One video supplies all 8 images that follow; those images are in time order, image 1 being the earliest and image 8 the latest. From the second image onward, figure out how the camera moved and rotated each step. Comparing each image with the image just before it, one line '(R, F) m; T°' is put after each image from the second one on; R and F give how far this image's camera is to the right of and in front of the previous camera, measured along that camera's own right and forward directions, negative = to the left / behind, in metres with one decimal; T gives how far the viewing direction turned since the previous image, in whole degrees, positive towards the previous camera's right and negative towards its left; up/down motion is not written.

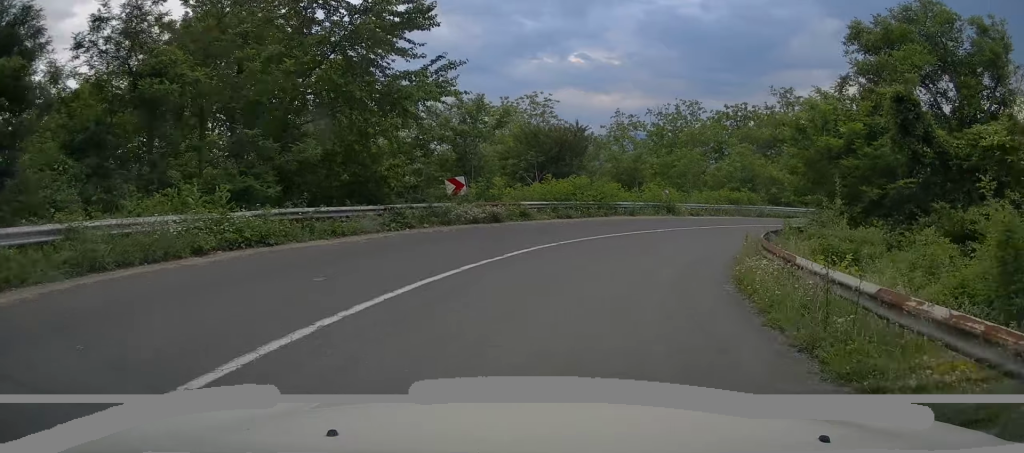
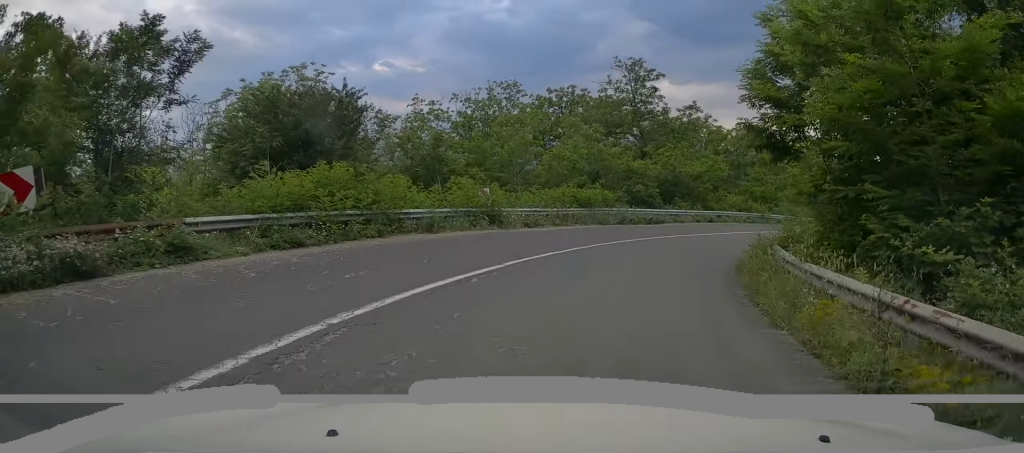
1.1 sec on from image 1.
(+1.6, +12.0) m; +16°
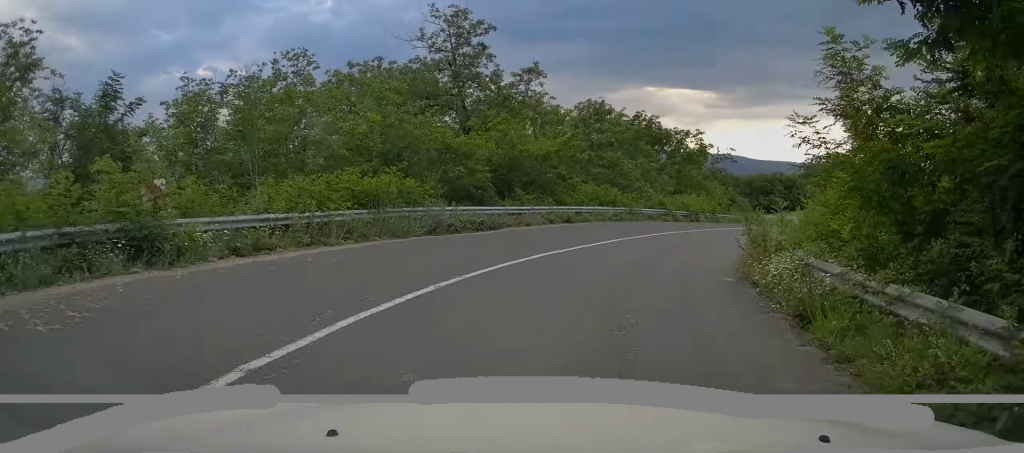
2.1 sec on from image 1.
(+1.4, +11.2) m; +16°
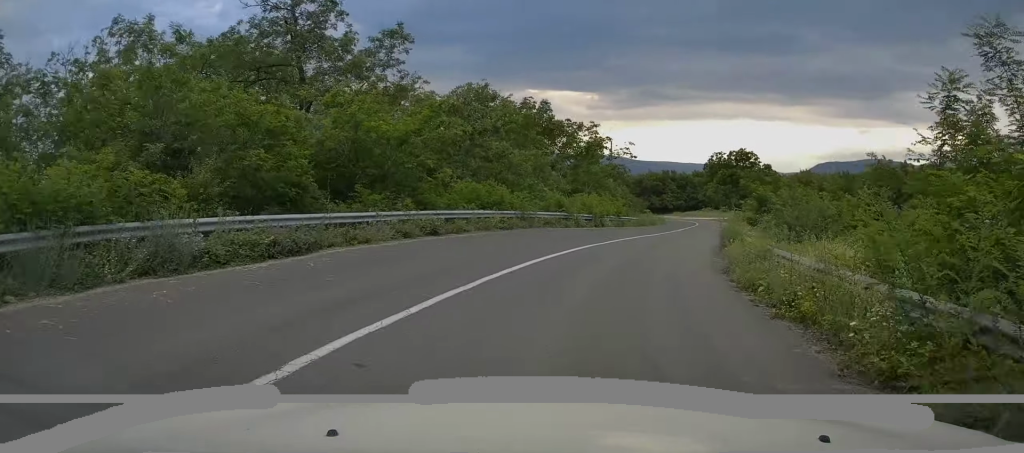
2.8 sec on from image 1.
(+1.2, +8.2) m; +11°
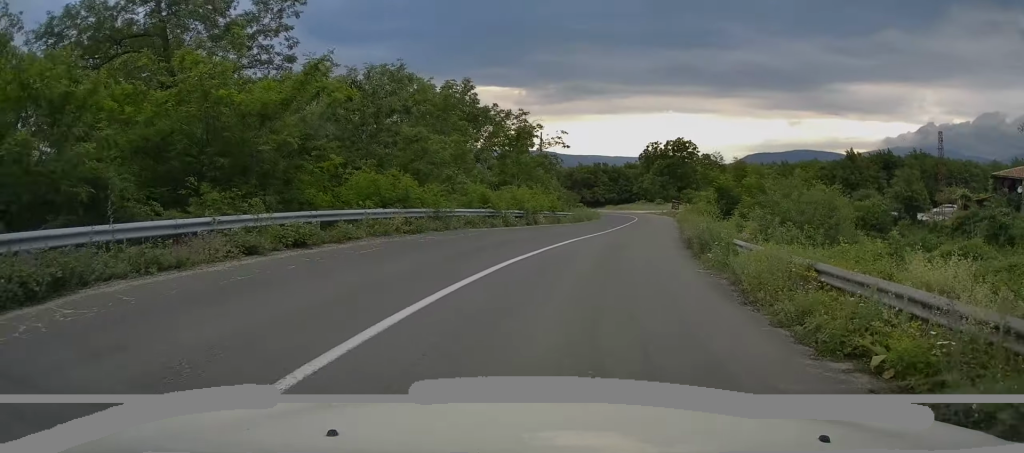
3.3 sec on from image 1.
(+0.2, +5.1) m; +6°
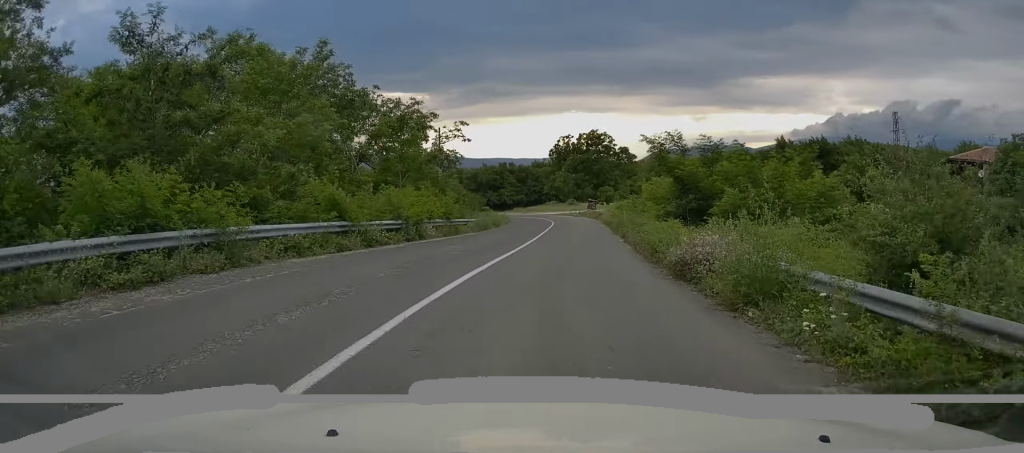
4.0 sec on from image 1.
(+0.9, +8.8) m; +5°
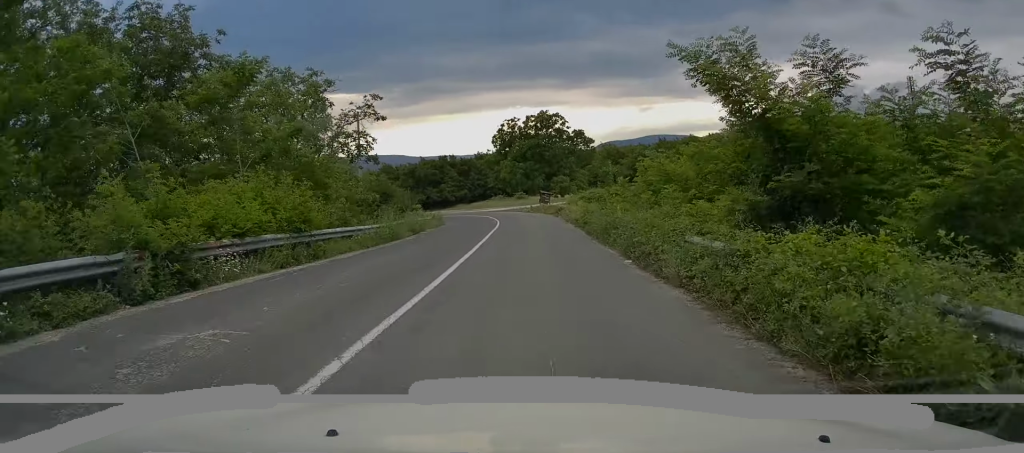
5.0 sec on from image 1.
(+0.3, +11.7) m; +3°
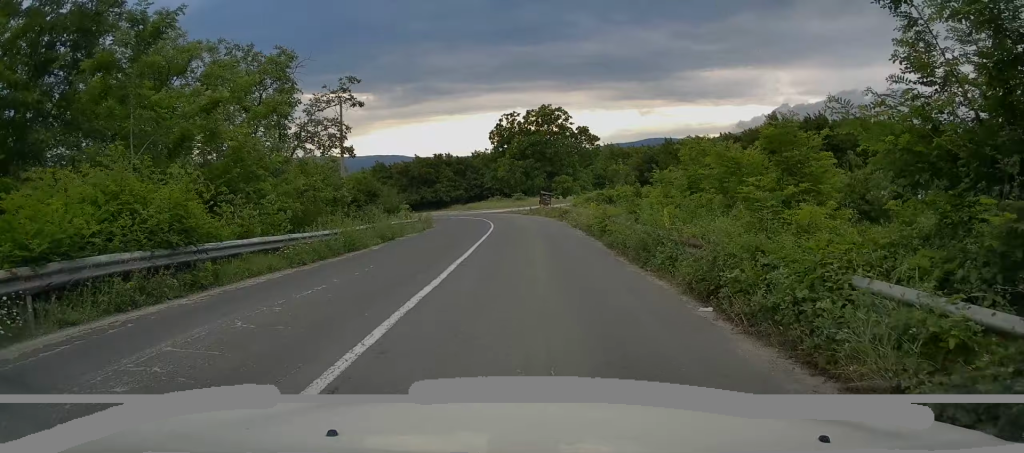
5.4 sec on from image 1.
(+0.1, +5.2) m; +1°
